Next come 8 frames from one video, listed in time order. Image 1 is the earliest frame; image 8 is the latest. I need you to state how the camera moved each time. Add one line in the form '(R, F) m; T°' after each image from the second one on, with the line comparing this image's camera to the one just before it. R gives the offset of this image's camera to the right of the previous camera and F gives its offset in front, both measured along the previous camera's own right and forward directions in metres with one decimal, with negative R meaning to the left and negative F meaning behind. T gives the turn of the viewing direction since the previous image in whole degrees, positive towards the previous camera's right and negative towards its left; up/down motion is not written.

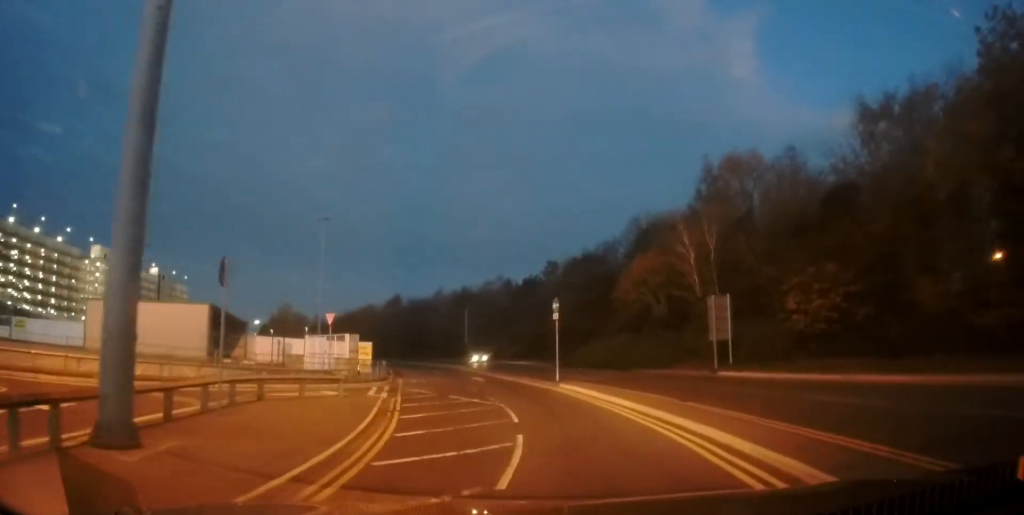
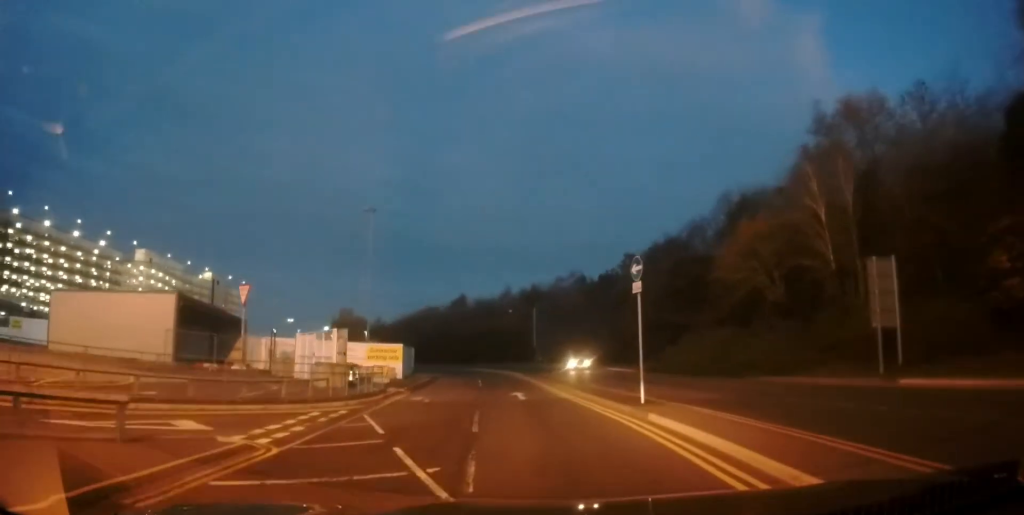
(-0.6, +11.4) m; -6°
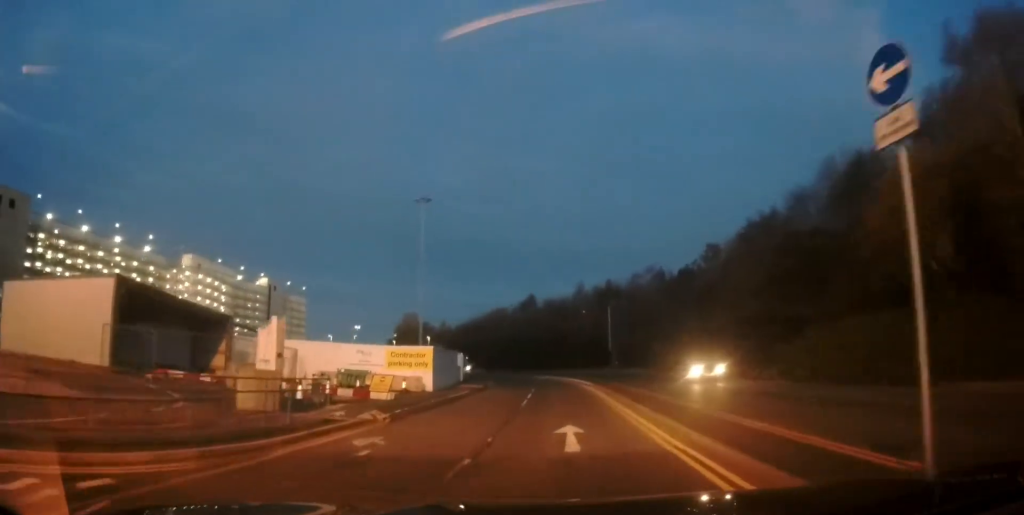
(-0.5, +10.2) m; -5°
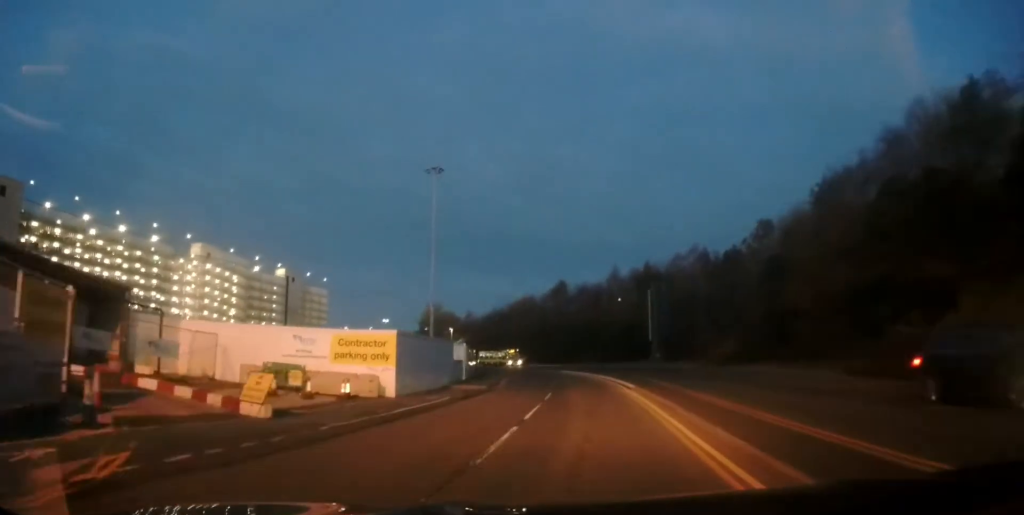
(-0.5, +11.2) m; -5°
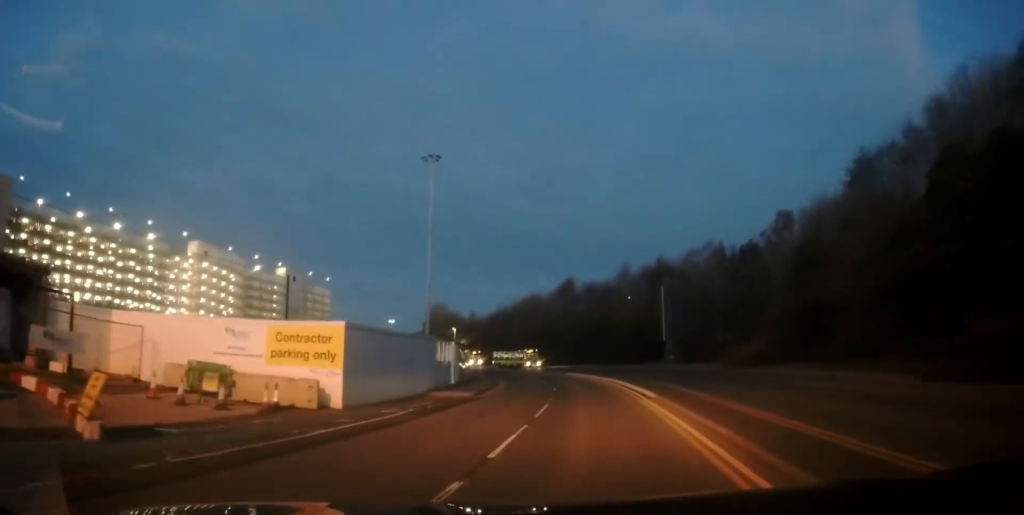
(-0.1, +5.3) m; -2°
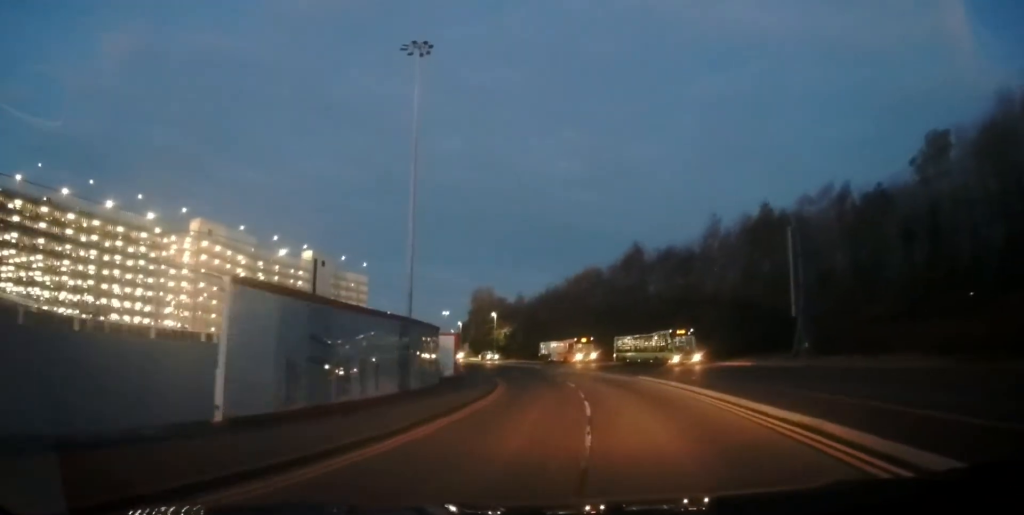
(-1.3, +25.0) m; -7°
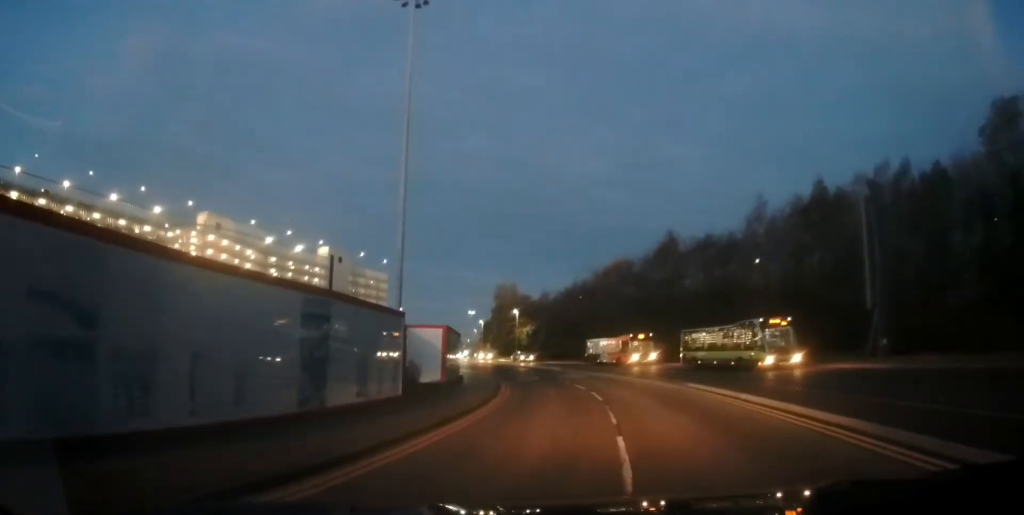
(0.0, +7.8) m; -4°
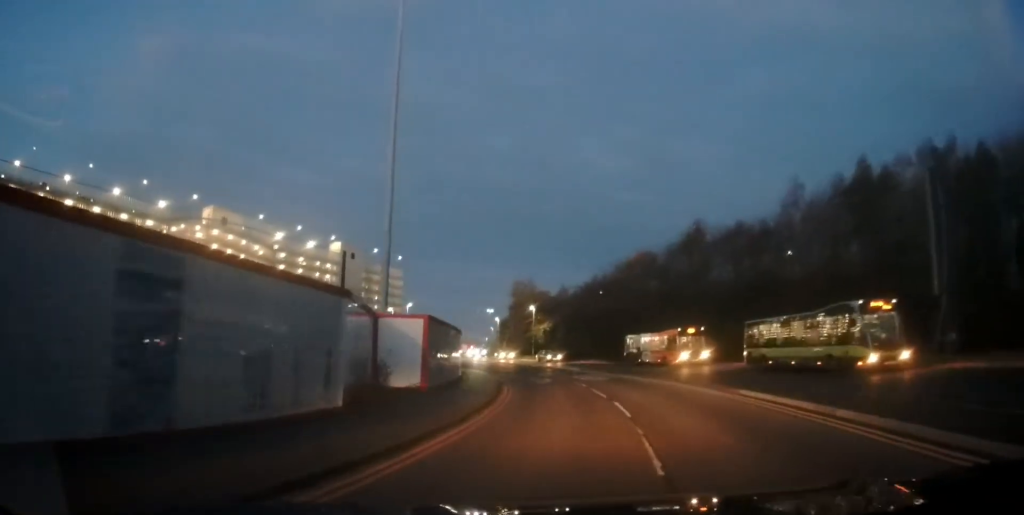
(-0.4, +5.3) m; -2°
